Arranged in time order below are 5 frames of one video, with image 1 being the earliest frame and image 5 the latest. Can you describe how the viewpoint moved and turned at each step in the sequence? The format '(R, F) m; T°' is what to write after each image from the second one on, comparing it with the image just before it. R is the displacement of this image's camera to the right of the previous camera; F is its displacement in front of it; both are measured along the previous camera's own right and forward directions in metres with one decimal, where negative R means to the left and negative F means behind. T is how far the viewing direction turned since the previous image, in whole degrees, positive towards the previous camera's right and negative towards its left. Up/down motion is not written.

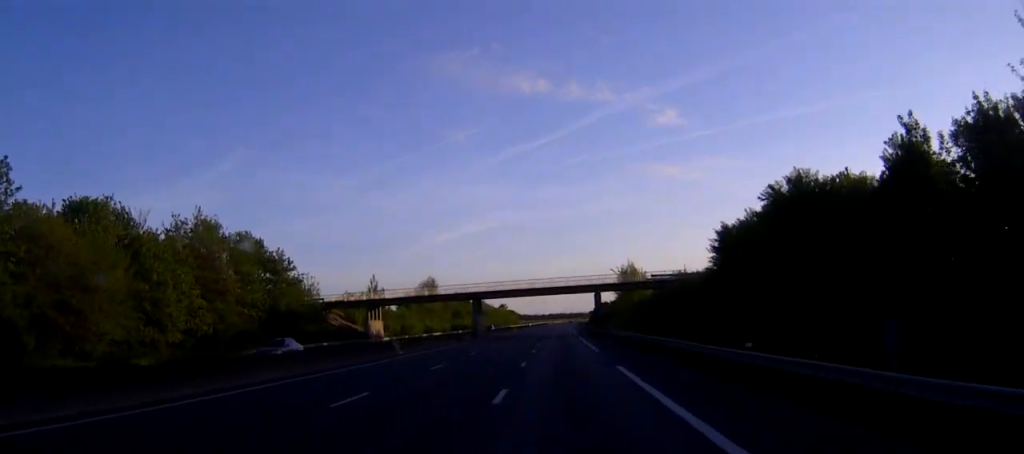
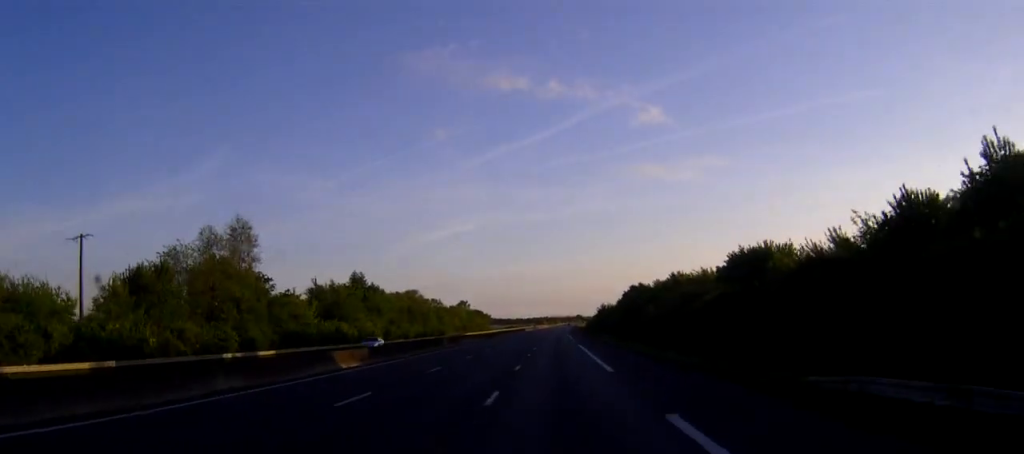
(+0.6, +117.6) m; +1°
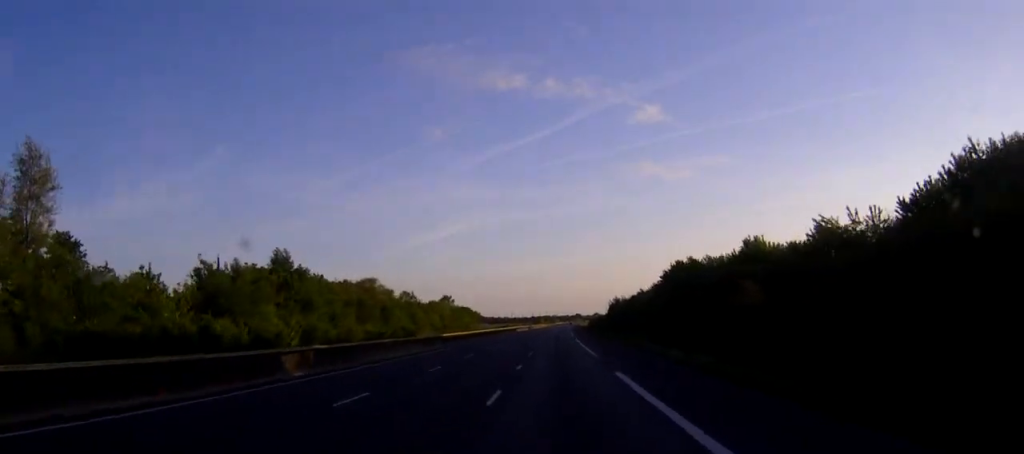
(+0.1, +39.7) m; 0°
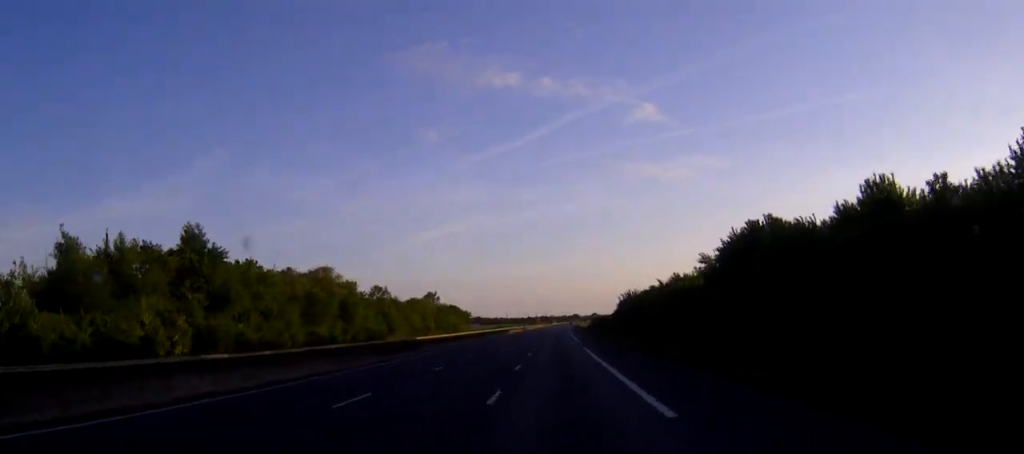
(0.0, +26.0) m; 0°
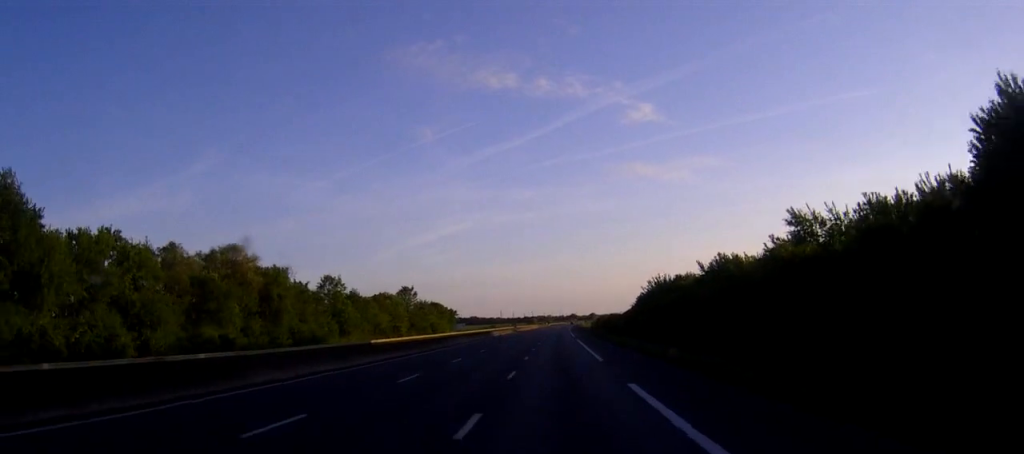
(0.0, +31.6) m; 0°
